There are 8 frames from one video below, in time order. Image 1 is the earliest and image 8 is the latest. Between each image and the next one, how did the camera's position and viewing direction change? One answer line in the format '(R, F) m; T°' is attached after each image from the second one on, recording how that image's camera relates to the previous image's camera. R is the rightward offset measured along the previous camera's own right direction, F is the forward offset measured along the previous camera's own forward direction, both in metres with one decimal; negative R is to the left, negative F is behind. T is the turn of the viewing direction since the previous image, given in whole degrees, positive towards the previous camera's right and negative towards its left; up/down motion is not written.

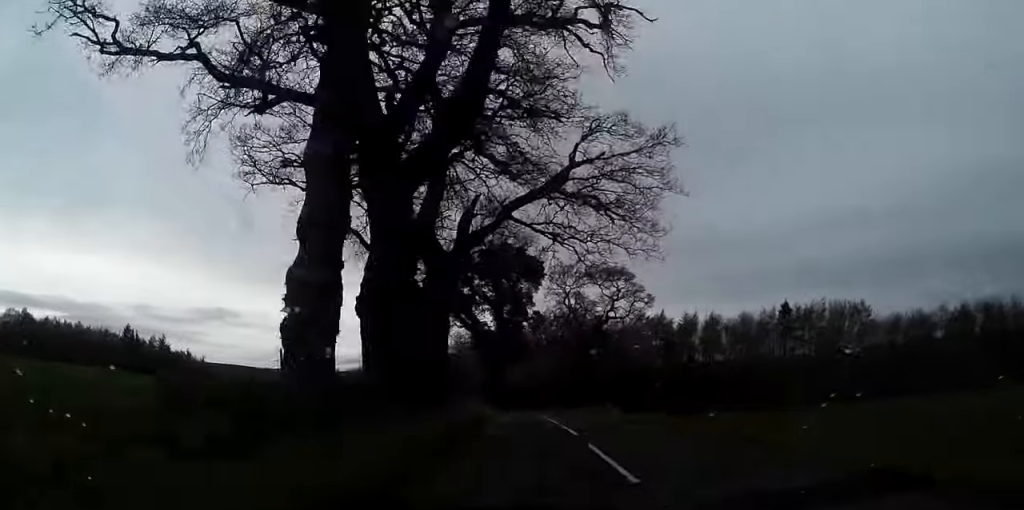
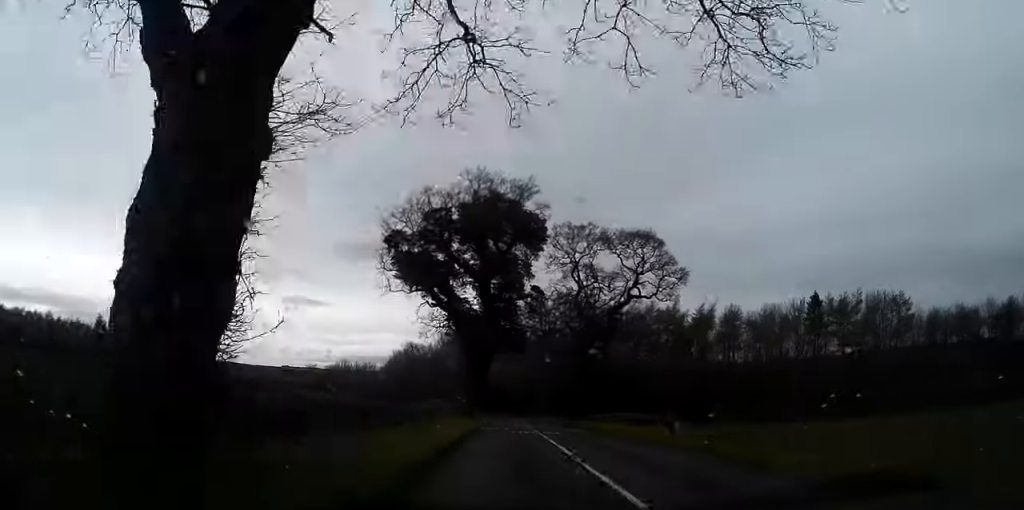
(+0.3, +19.0) m; +1°
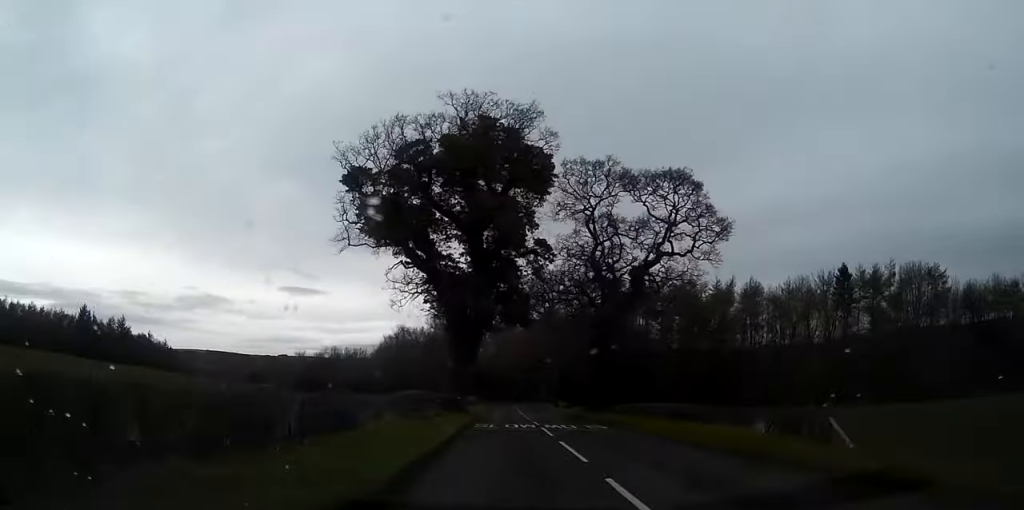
(0.0, +12.7) m; 0°
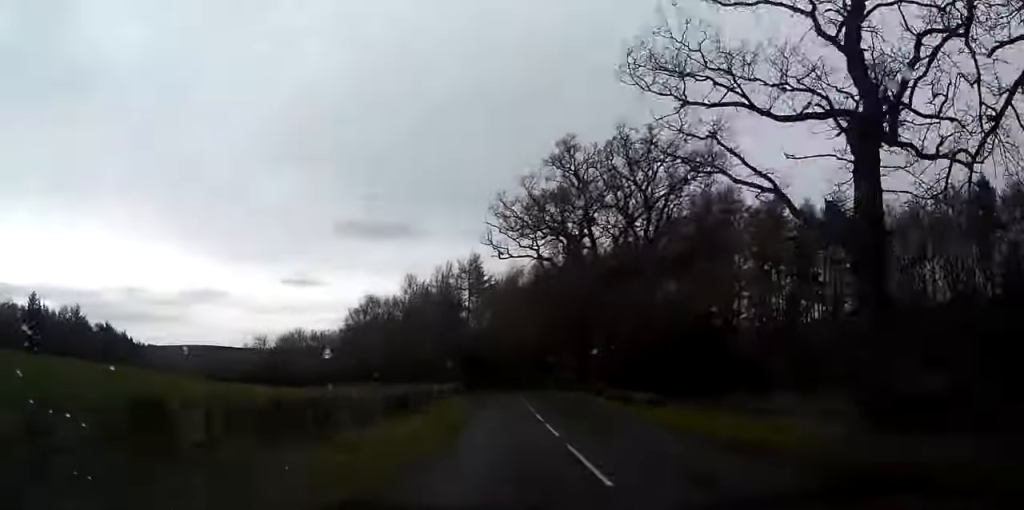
(0.0, +40.6) m; 0°
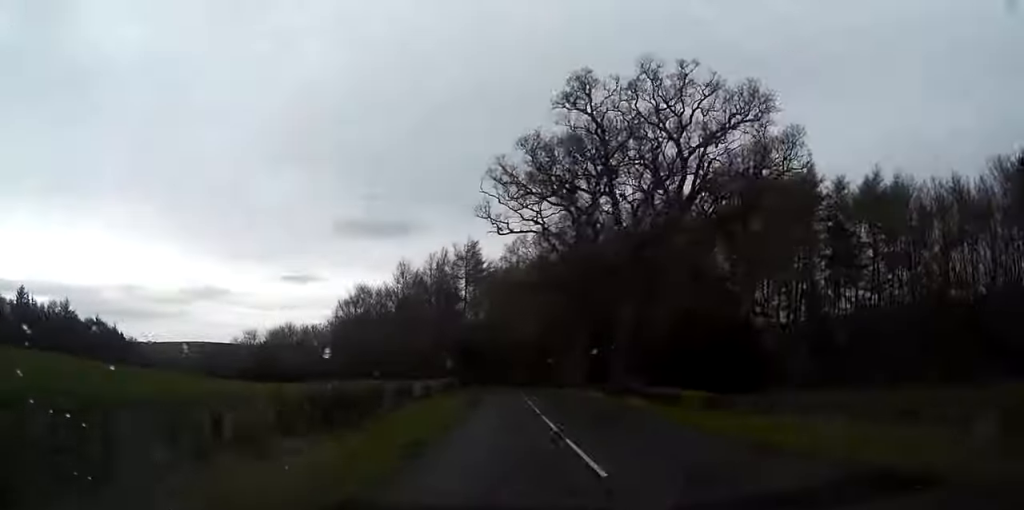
(0.0, +8.7) m; 0°
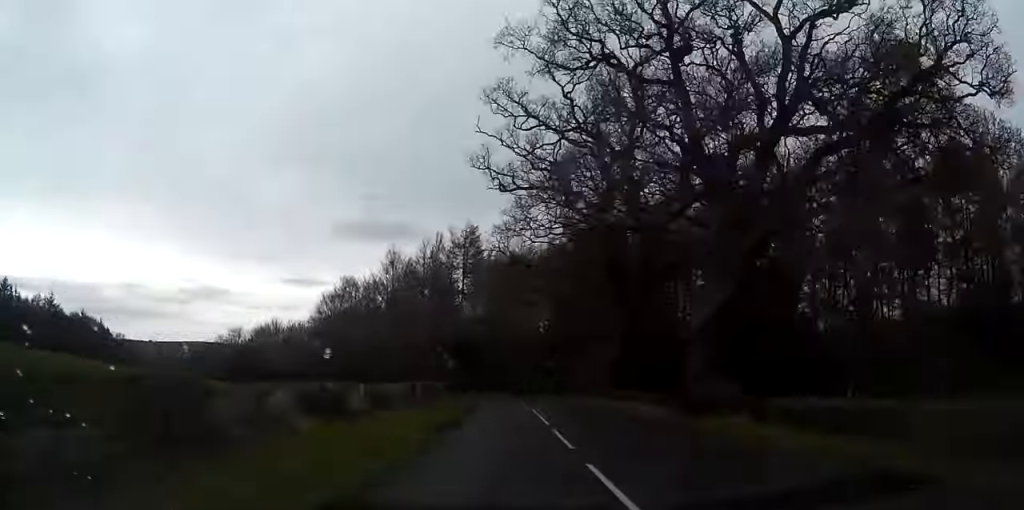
(+0.1, +13.3) m; 0°
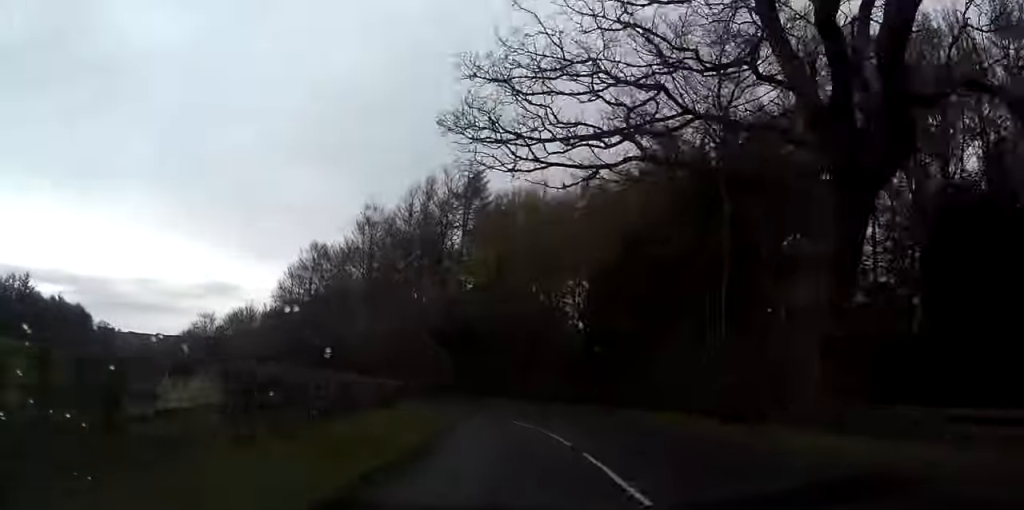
(-0.3, +25.3) m; -2°
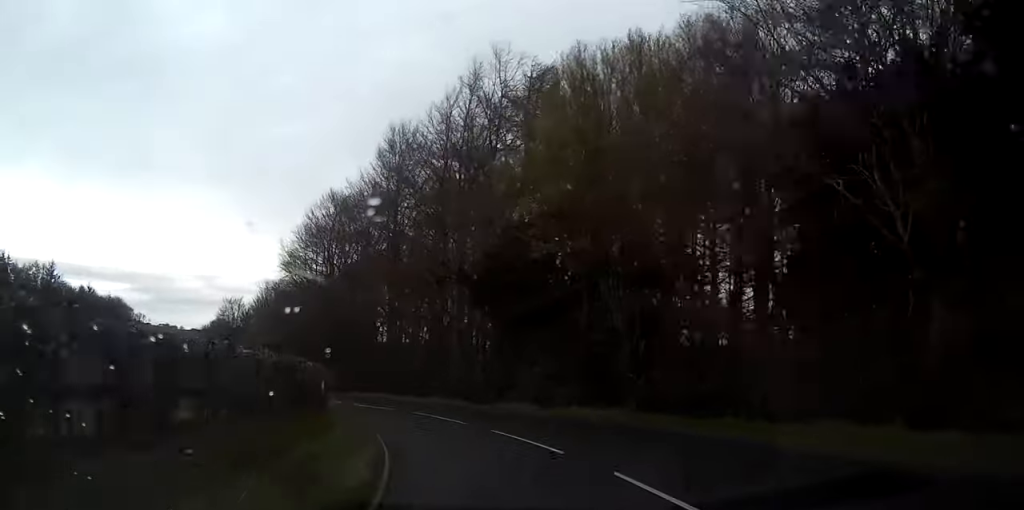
(-0.8, +21.9) m; -7°
